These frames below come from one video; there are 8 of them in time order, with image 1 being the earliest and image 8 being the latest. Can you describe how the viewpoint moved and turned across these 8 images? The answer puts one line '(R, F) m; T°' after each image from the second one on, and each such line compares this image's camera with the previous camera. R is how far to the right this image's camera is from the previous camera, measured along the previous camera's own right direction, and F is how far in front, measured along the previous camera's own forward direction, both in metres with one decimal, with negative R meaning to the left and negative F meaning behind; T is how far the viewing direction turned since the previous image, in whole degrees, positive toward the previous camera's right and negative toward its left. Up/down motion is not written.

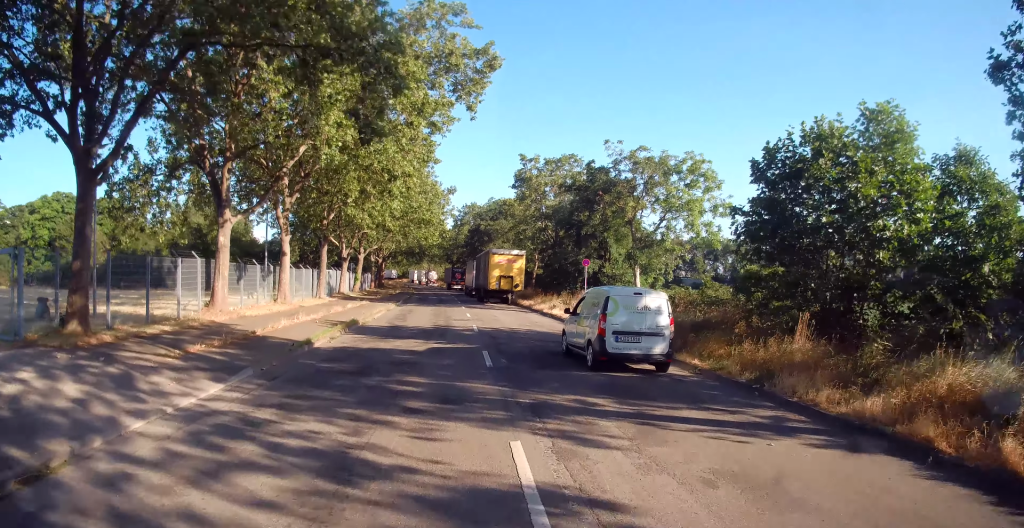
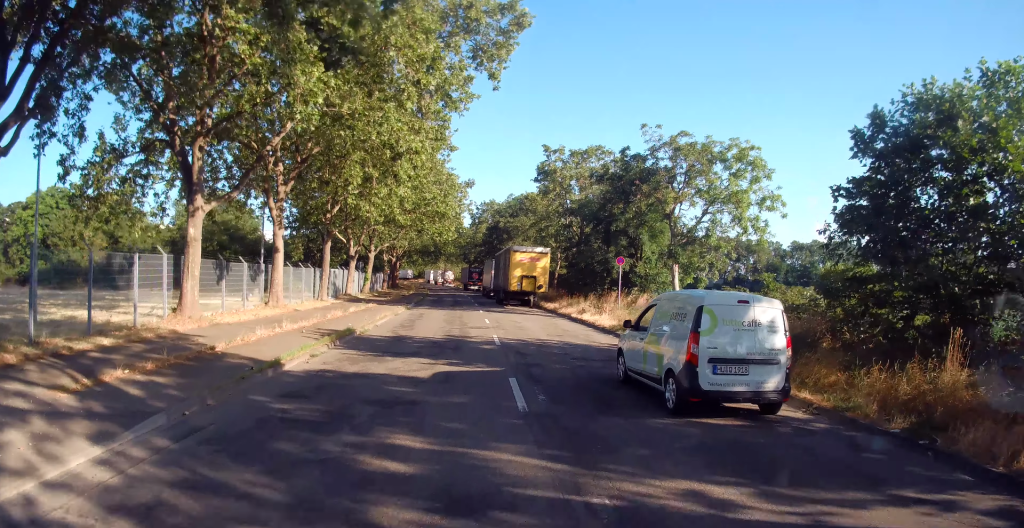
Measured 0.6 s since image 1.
(+0.1, +3.9) m; -2°
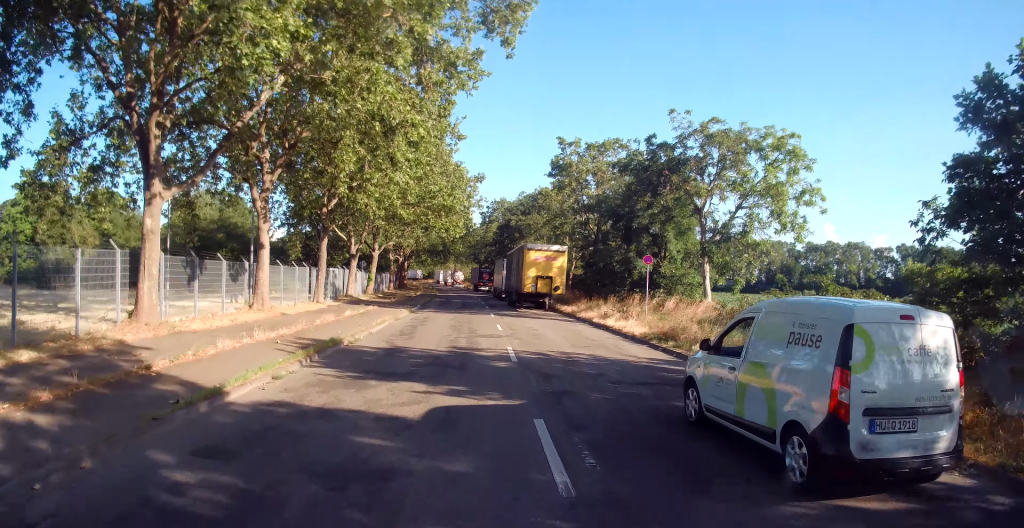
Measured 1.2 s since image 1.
(-0.1, +3.4) m; -2°
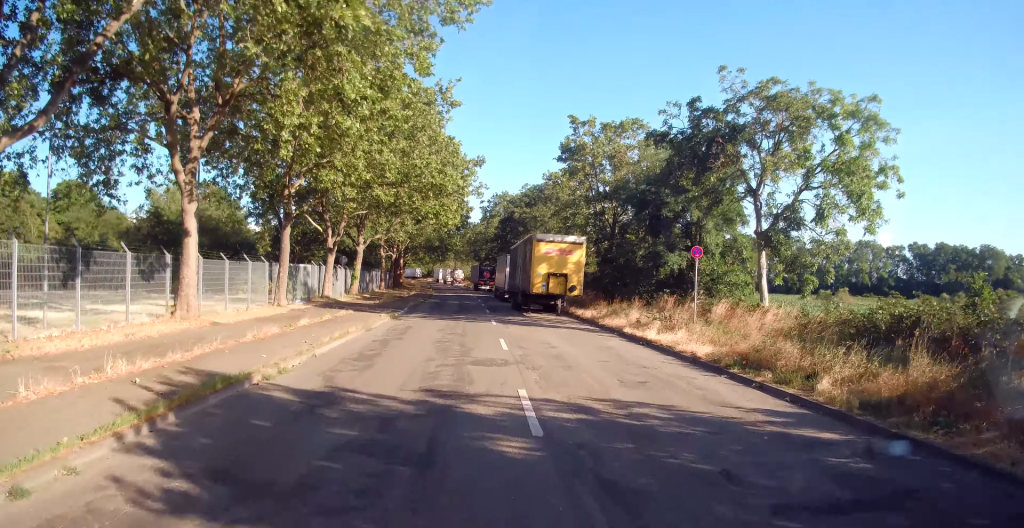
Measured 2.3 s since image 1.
(-0.2, +7.1) m; -1°
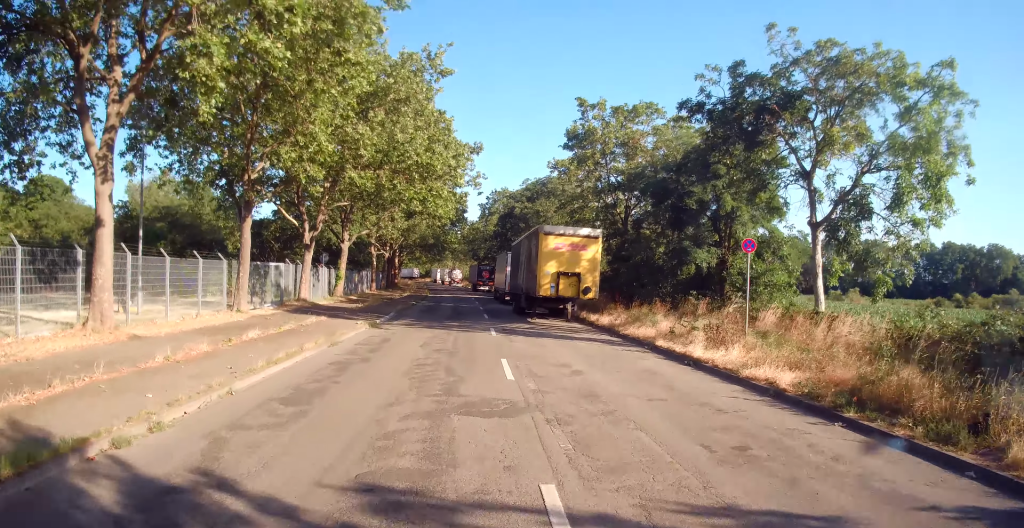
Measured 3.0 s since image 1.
(0.0, +4.8) m; +2°
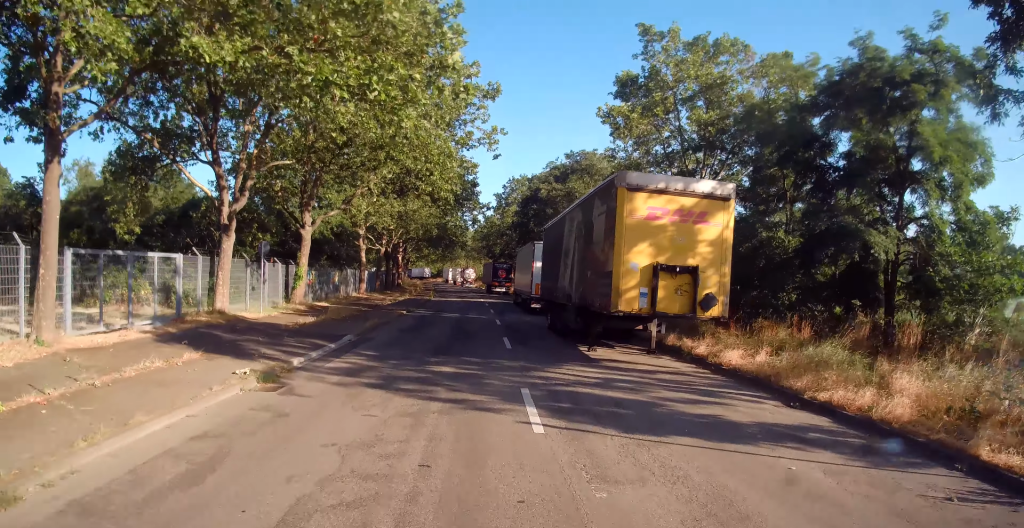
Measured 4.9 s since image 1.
(+0.3, +12.2) m; -3°
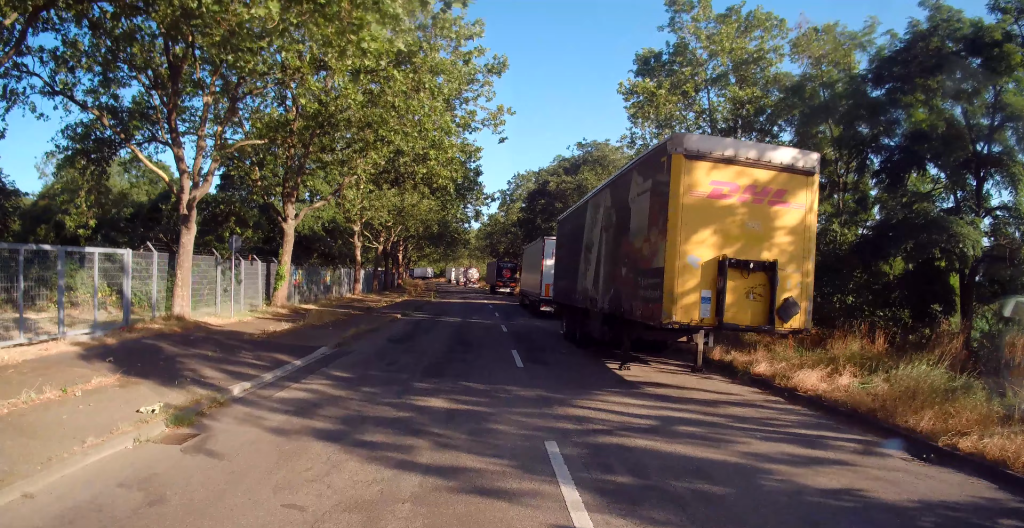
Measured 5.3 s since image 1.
(-0.2, +3.1) m; -1°
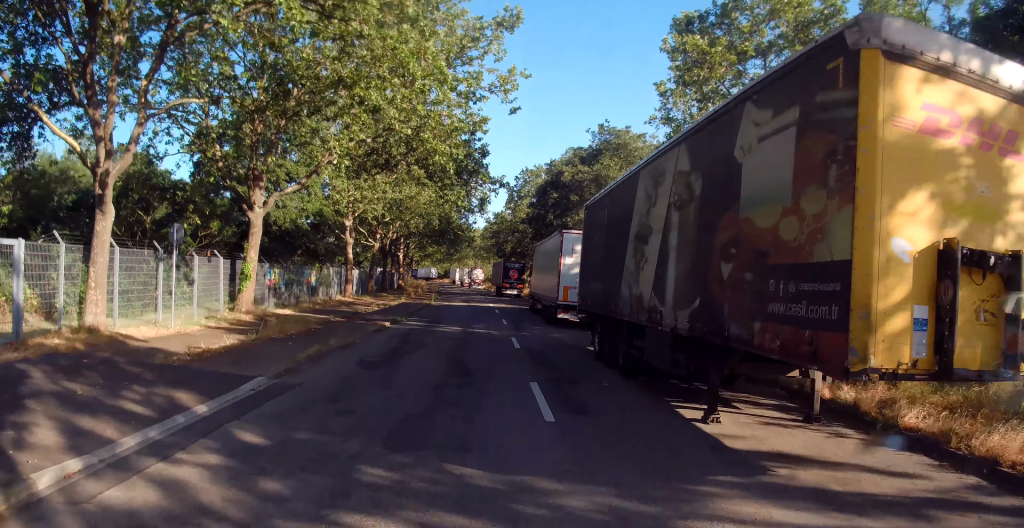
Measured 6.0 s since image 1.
(-0.2, +4.5) m; 0°
